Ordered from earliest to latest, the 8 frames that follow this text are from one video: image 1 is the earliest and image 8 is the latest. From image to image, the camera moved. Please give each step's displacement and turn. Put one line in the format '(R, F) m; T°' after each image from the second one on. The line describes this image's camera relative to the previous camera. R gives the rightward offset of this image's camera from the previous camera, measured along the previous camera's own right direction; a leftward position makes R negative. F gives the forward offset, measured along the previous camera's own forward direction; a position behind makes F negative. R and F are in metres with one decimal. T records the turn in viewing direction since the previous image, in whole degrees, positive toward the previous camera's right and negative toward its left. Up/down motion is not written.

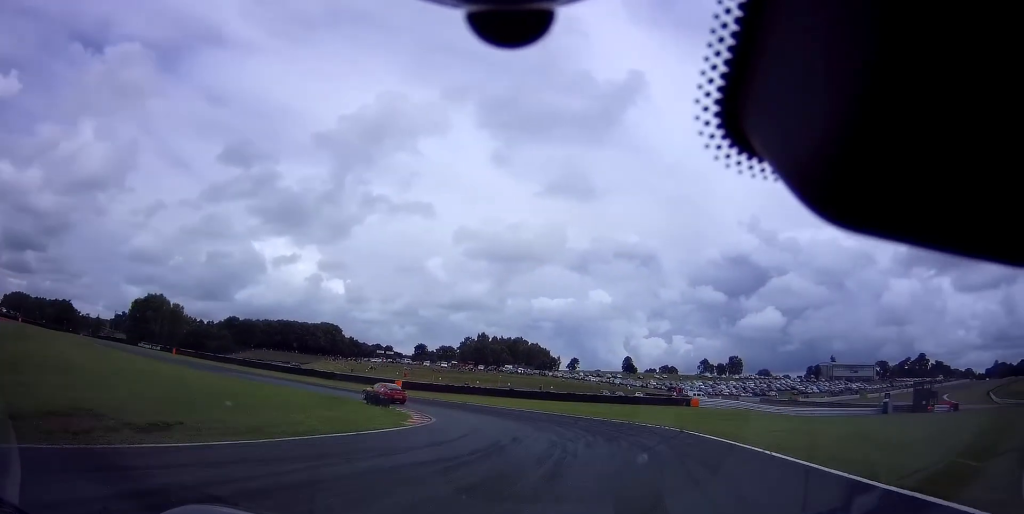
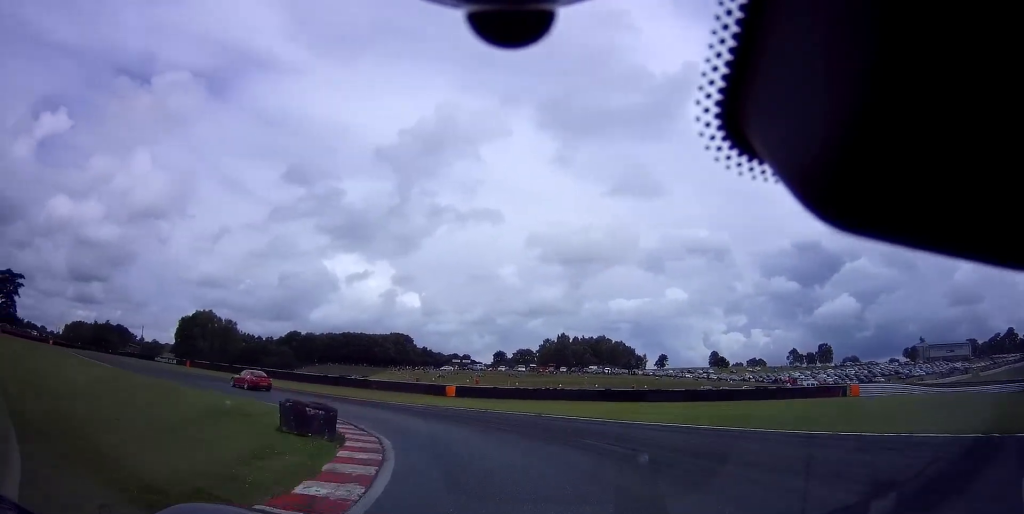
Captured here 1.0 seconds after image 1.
(+0.4, +17.8) m; -8°
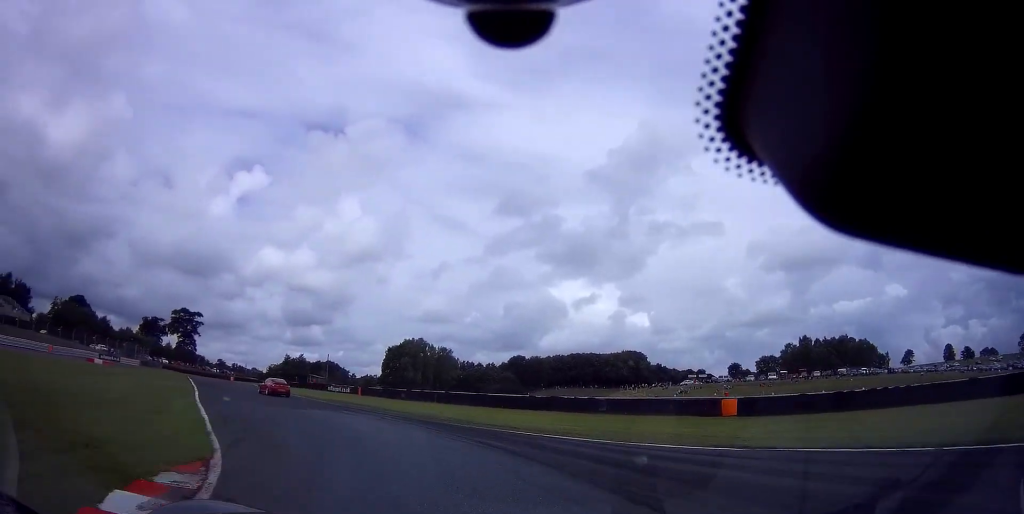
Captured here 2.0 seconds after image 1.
(-3.0, +18.5) m; -21°
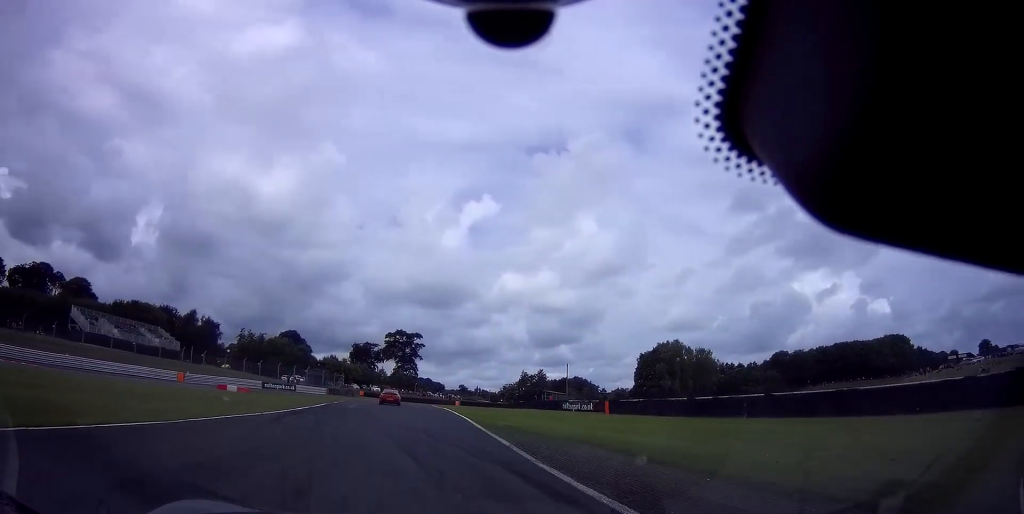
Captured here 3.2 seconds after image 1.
(-5.0, +22.1) m; -24°
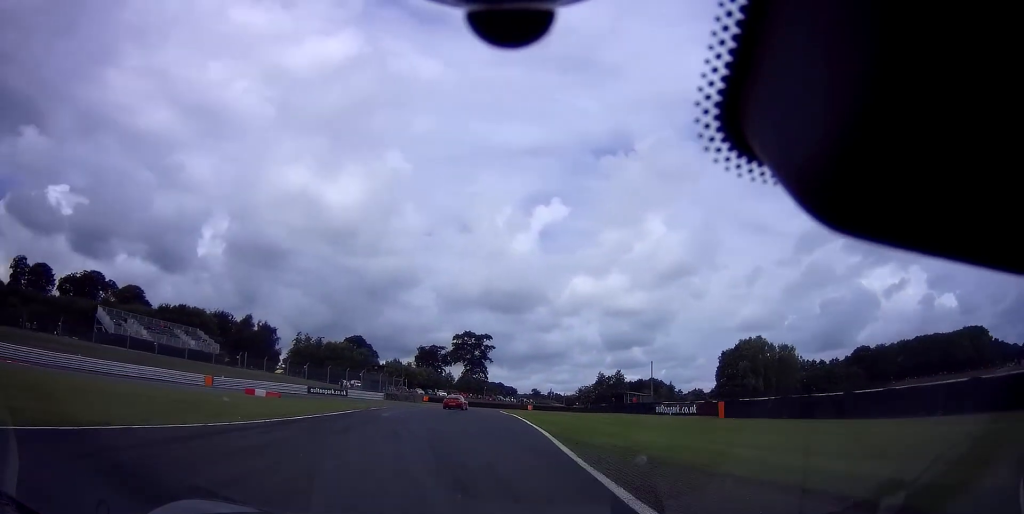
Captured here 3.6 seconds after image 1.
(-1.4, +9.2) m; -6°
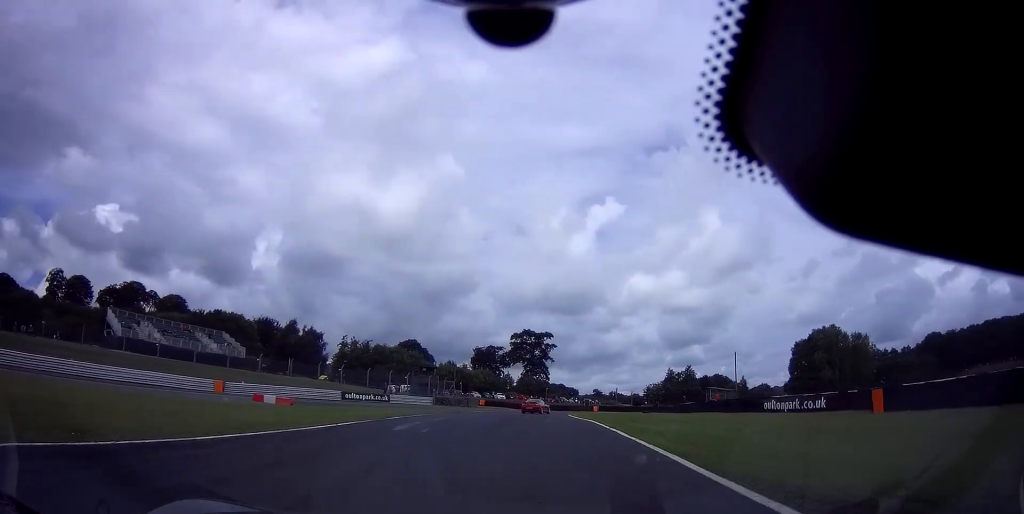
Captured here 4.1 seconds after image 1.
(-0.4, +9.2) m; -6°
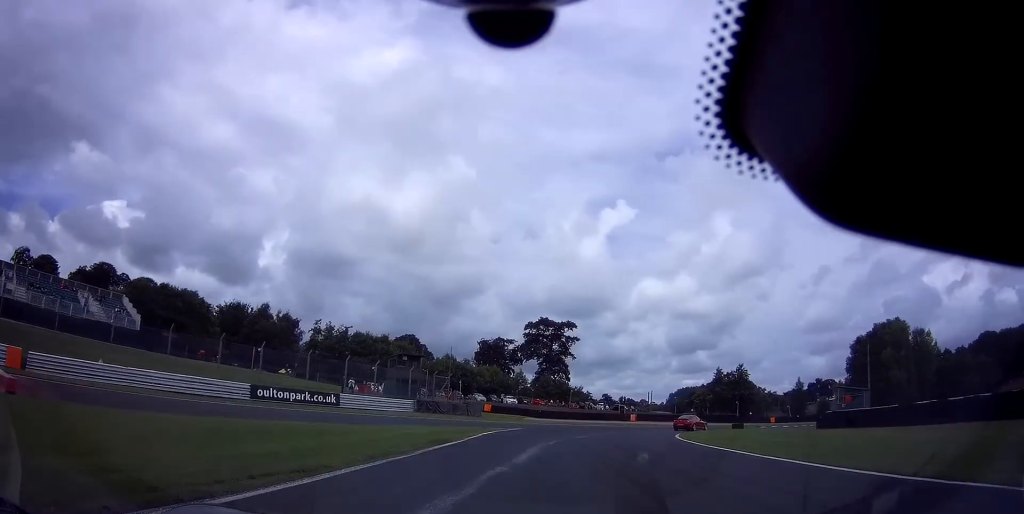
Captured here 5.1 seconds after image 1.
(-1.5, +24.7) m; +2°
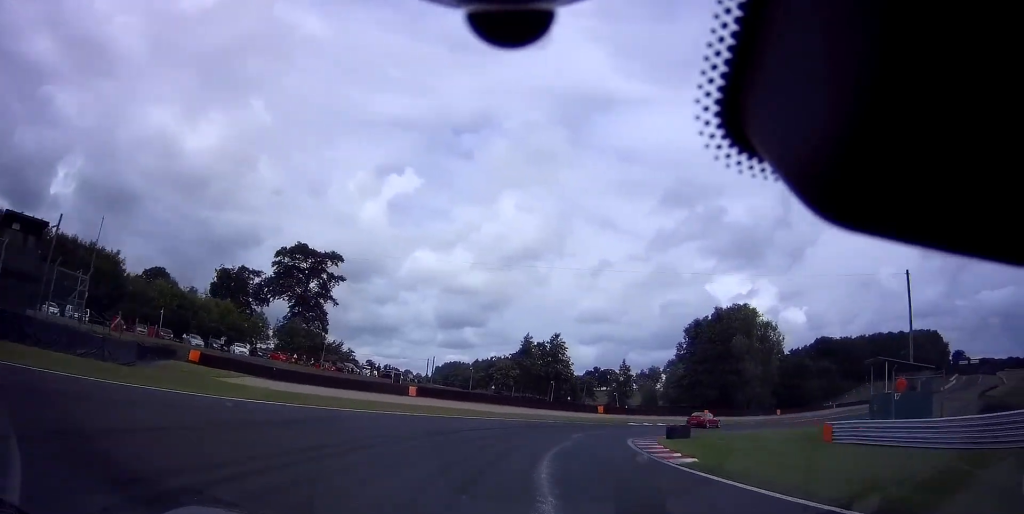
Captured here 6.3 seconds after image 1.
(+4.4, +27.1) m; +22°
